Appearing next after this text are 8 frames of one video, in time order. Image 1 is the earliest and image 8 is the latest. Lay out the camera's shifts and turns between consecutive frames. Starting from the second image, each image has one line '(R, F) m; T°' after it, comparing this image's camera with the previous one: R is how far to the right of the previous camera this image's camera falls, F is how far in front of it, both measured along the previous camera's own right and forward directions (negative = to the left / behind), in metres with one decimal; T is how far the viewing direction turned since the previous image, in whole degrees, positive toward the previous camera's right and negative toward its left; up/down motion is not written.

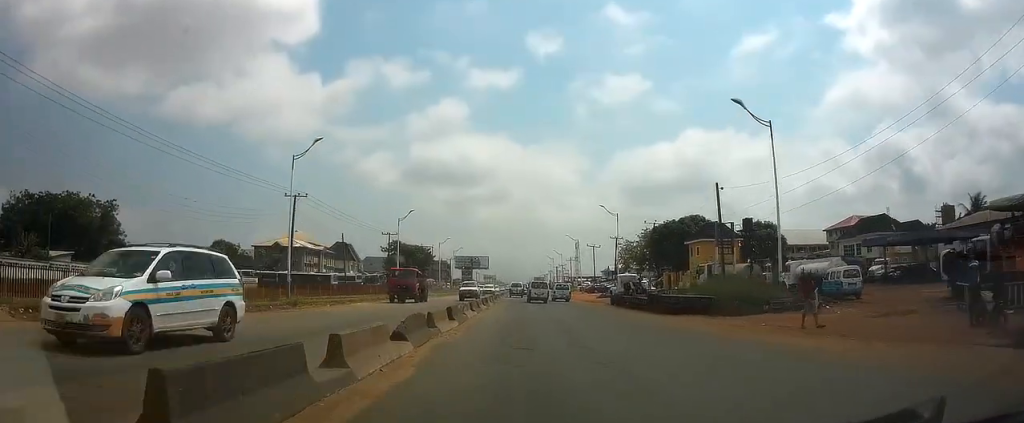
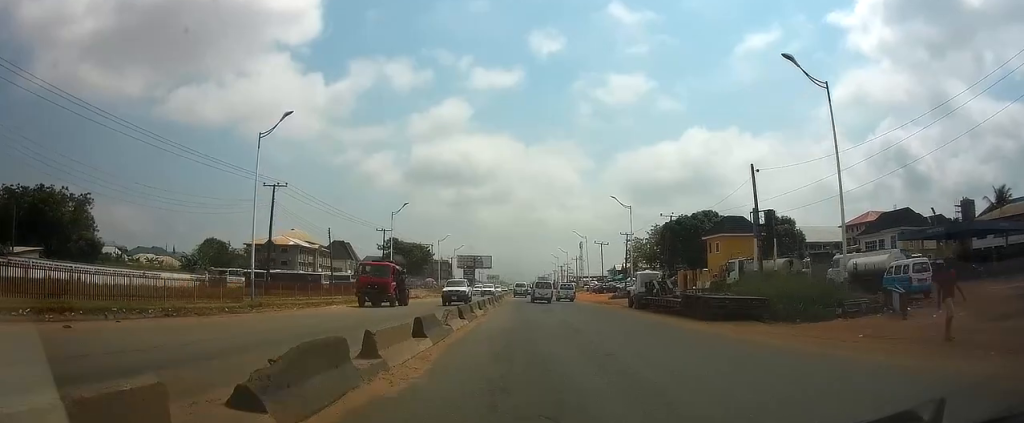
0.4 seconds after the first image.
(0.0, +6.4) m; 0°
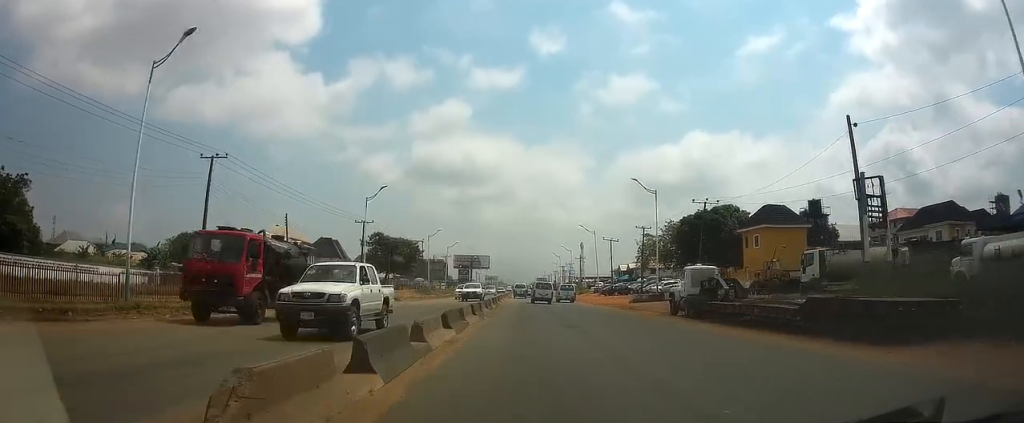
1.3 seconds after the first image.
(0.0, +12.2) m; 0°
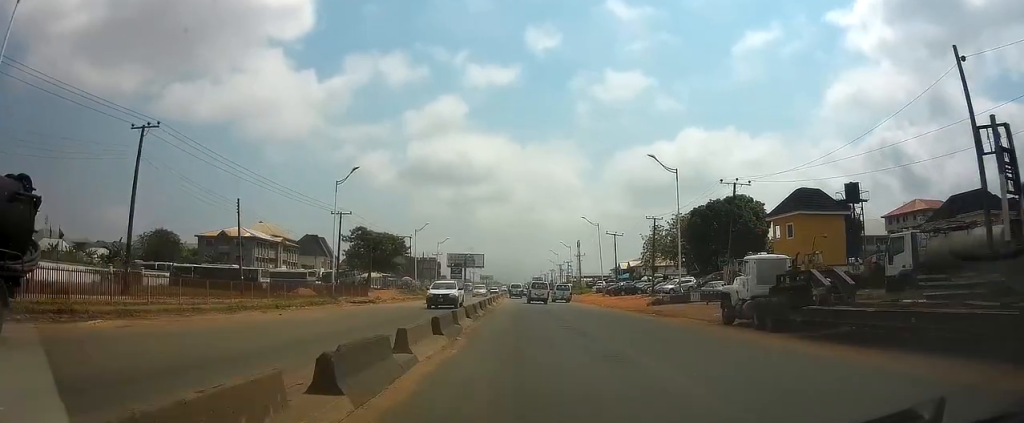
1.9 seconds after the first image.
(+0.1, +8.7) m; 0°
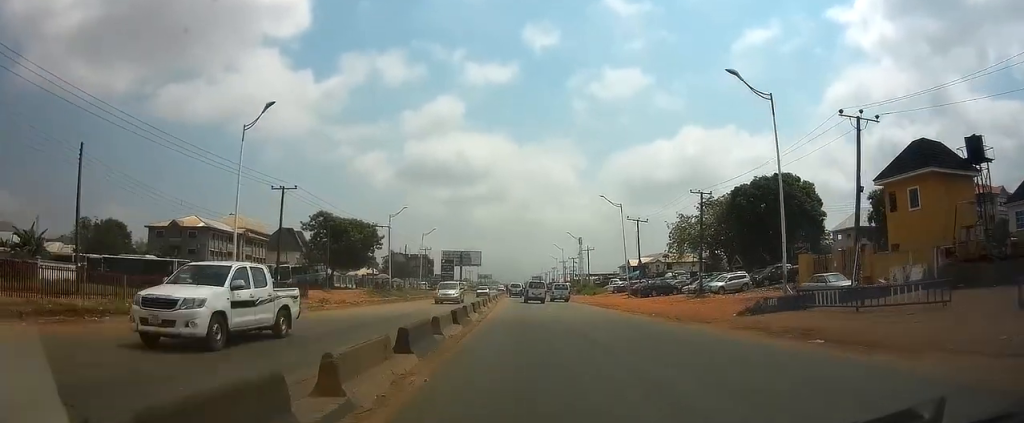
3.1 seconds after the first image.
(-0.1, +17.7) m; 0°
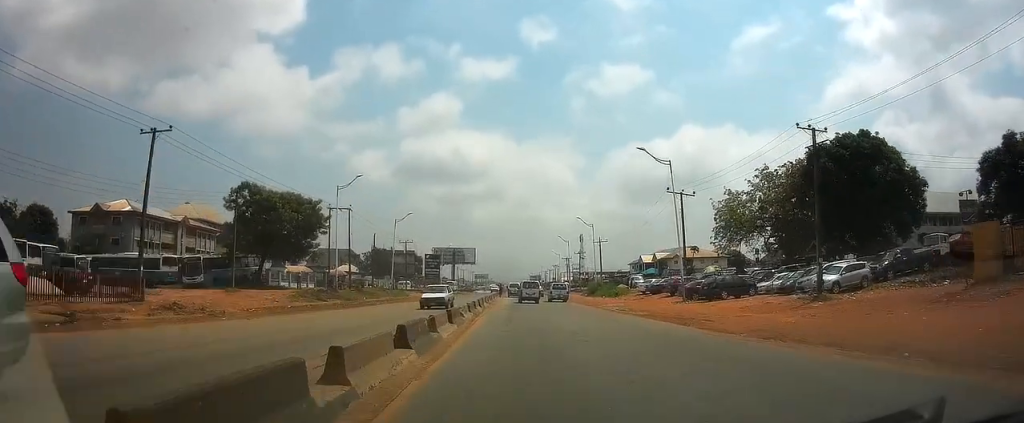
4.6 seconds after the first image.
(+0.2, +21.7) m; 0°
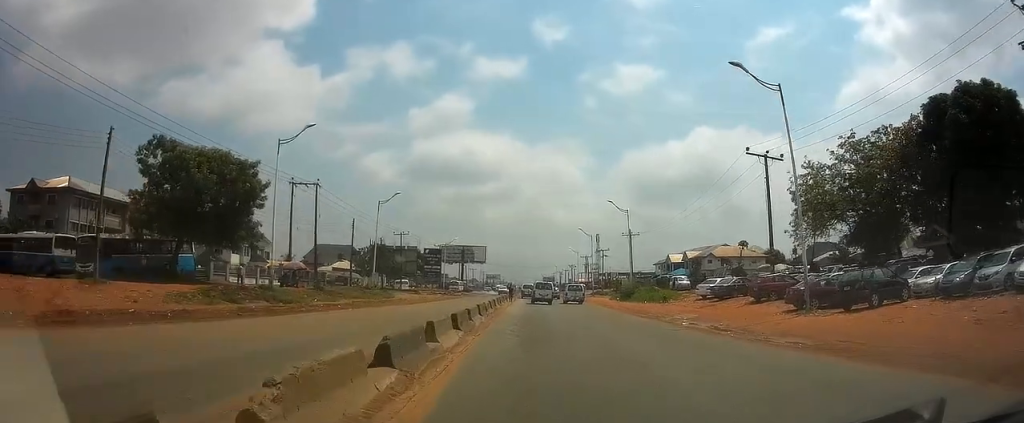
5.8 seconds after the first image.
(-0.2, +16.7) m; -1°
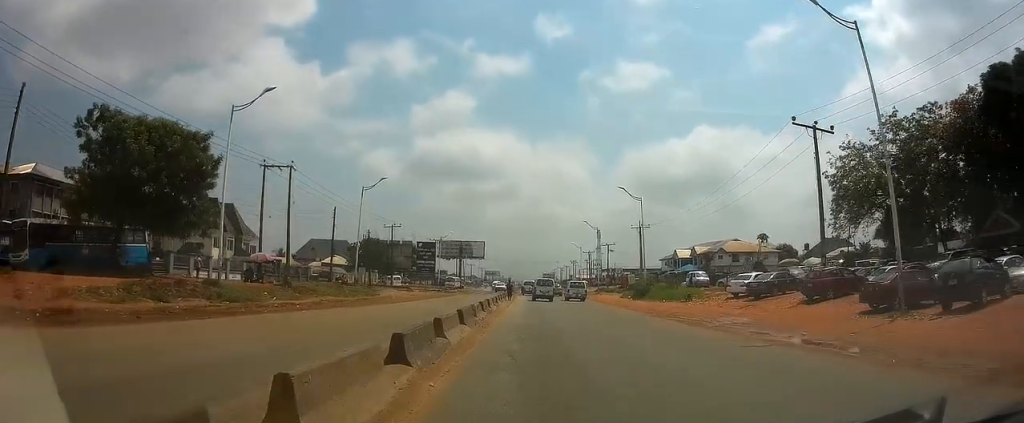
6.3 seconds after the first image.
(0.0, +6.6) m; 0°
